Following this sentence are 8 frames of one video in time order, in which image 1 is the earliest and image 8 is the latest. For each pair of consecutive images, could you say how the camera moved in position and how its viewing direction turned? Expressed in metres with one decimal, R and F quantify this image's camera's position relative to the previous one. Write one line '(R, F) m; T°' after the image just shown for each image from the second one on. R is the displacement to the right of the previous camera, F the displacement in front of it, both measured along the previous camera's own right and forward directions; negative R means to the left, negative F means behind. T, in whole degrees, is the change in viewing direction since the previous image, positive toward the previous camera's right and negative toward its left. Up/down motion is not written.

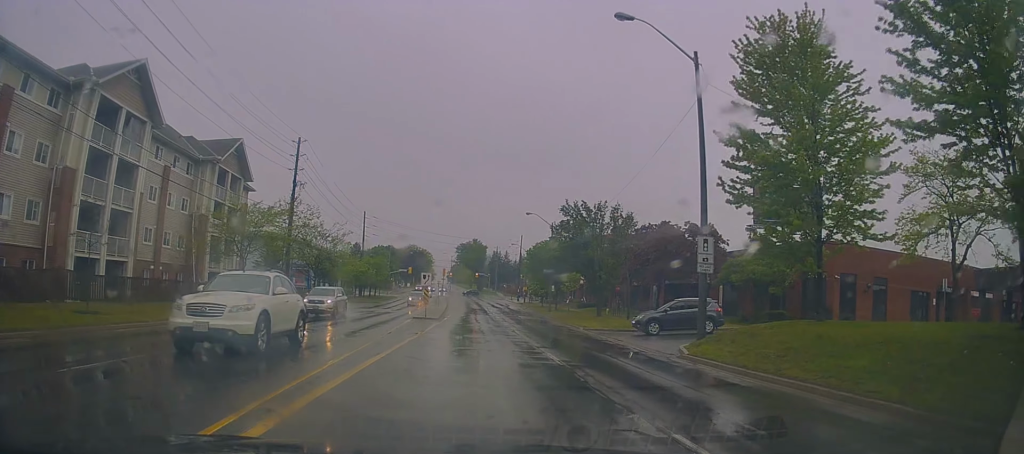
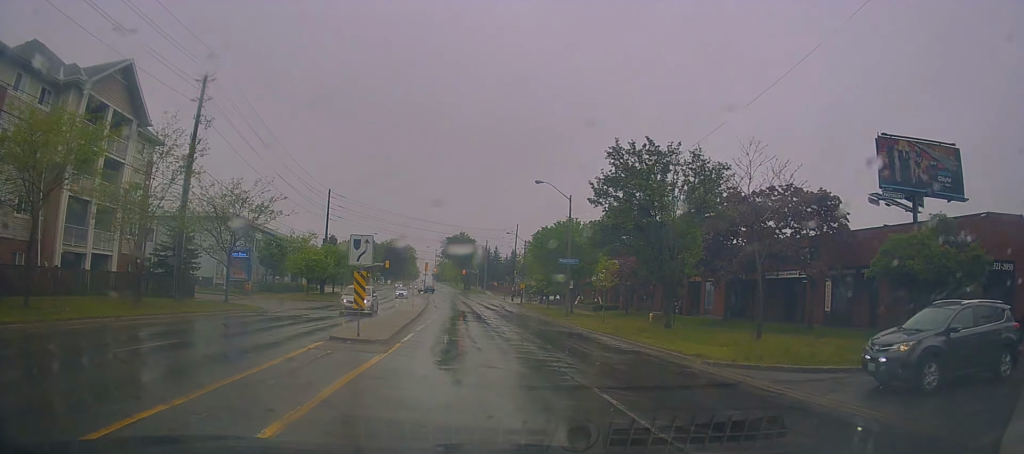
(+0.3, +18.0) m; +2°
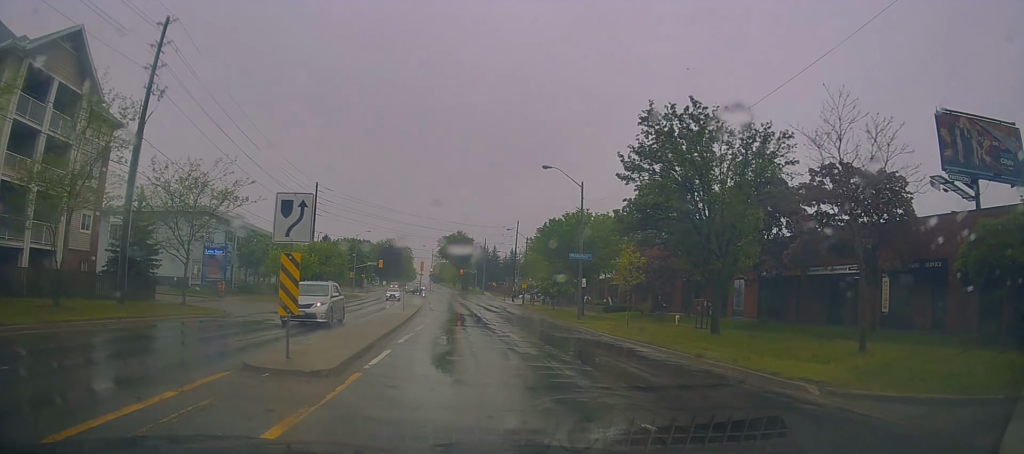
(-0.2, +5.5) m; +1°
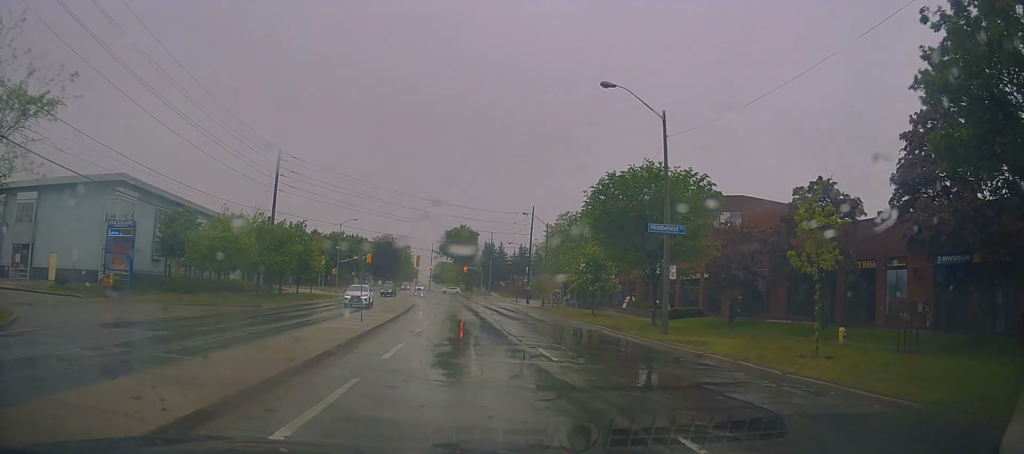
(+1.0, +17.2) m; +1°
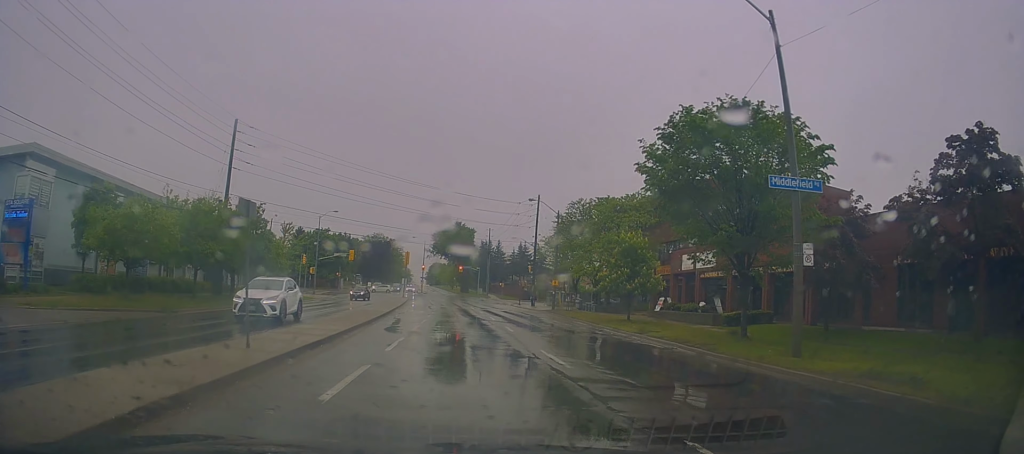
(-0.2, +11.0) m; -3°
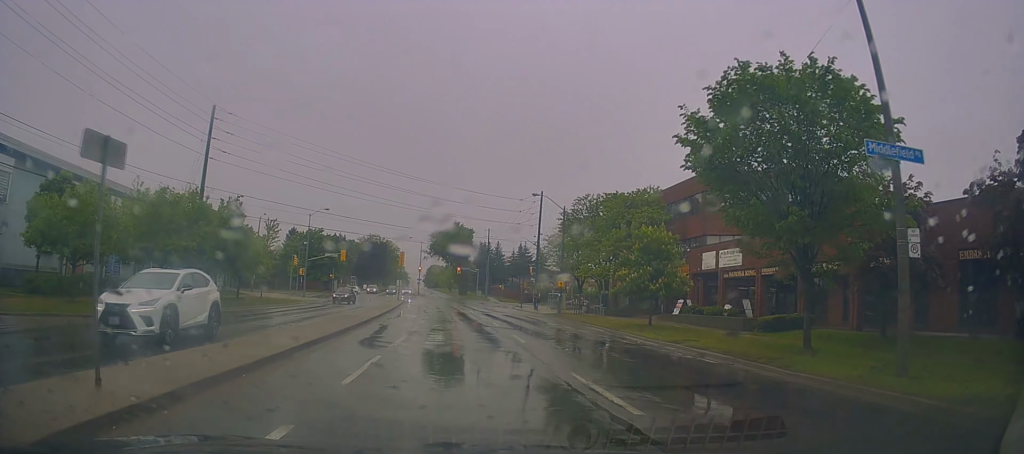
(+0.1, +4.7) m; -1°
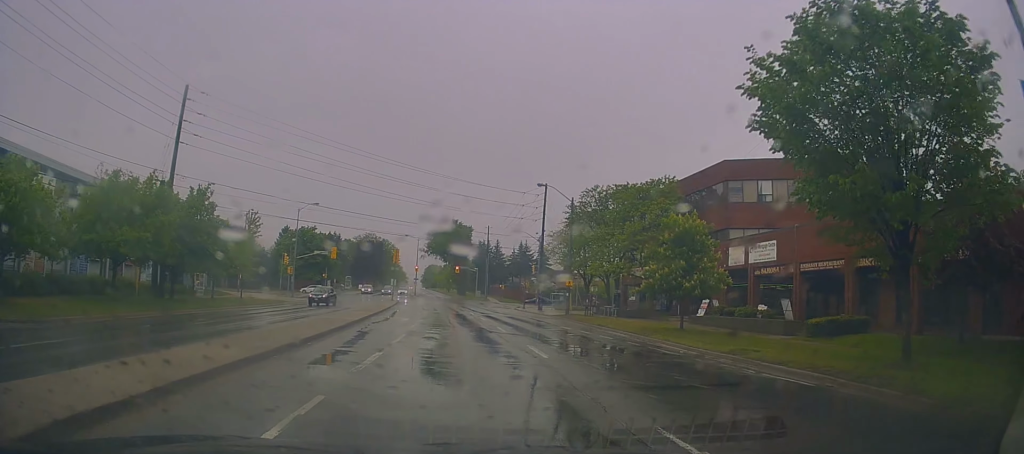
(-0.2, +4.5) m; +1°
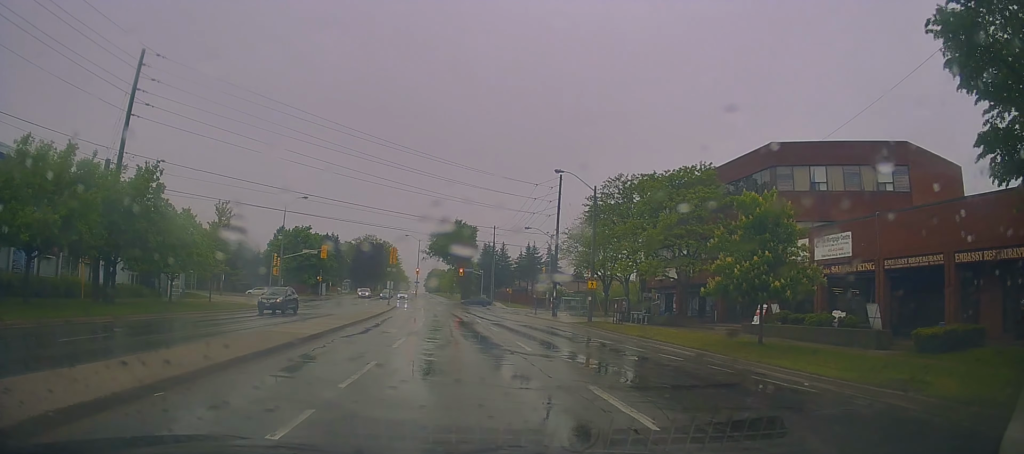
(-0.4, +7.3) m; +1°
